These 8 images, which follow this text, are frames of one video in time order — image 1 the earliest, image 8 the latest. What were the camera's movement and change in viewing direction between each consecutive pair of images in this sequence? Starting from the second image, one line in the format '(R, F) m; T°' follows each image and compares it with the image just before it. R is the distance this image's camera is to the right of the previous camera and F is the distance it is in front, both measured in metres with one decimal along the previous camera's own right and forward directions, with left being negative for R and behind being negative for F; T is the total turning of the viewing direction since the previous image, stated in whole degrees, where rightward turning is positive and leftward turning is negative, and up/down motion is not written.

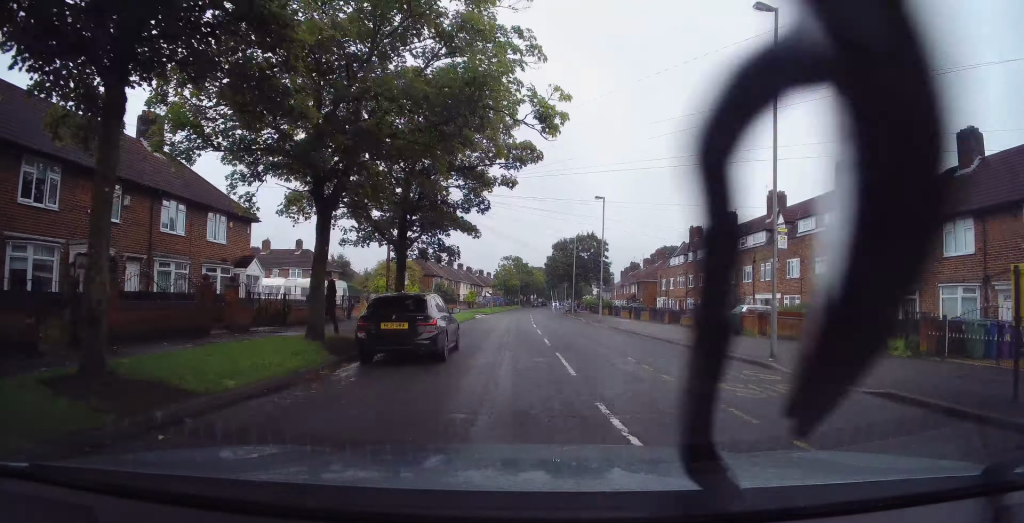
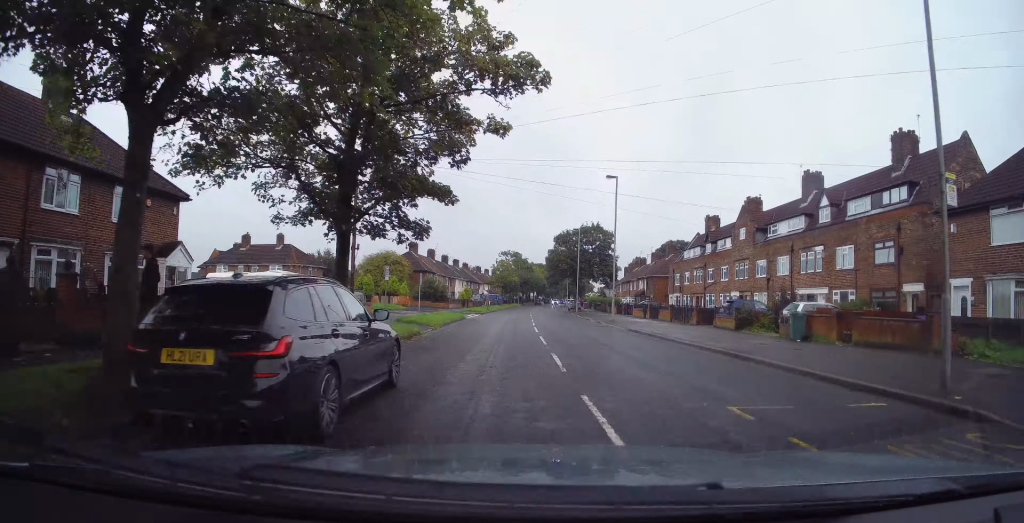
(0.0, +6.2) m; 0°
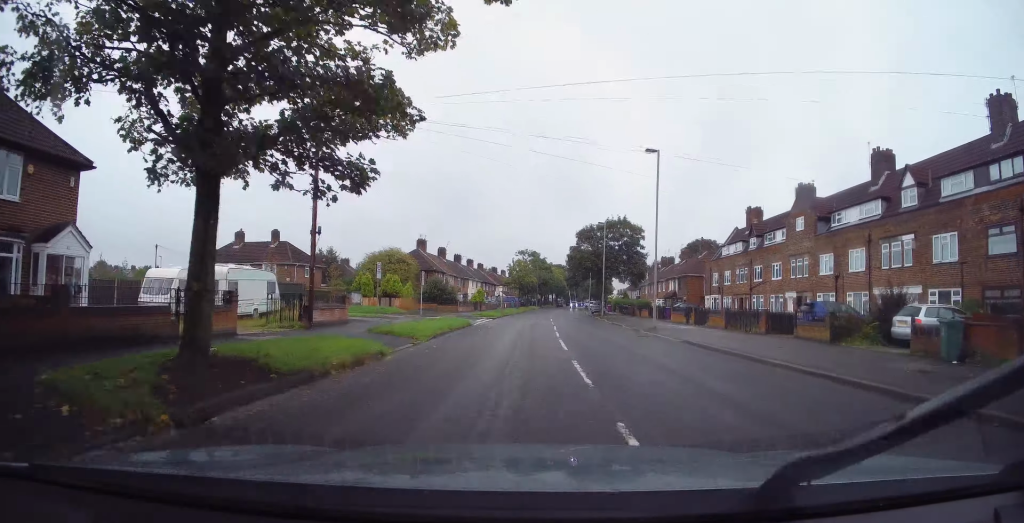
(0.0, +6.9) m; 0°
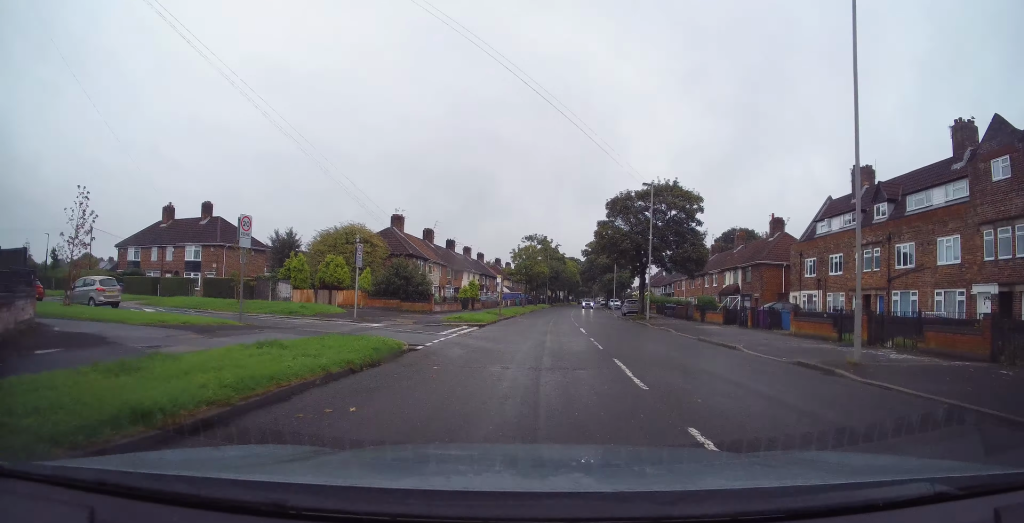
(-0.2, +18.7) m; -1°
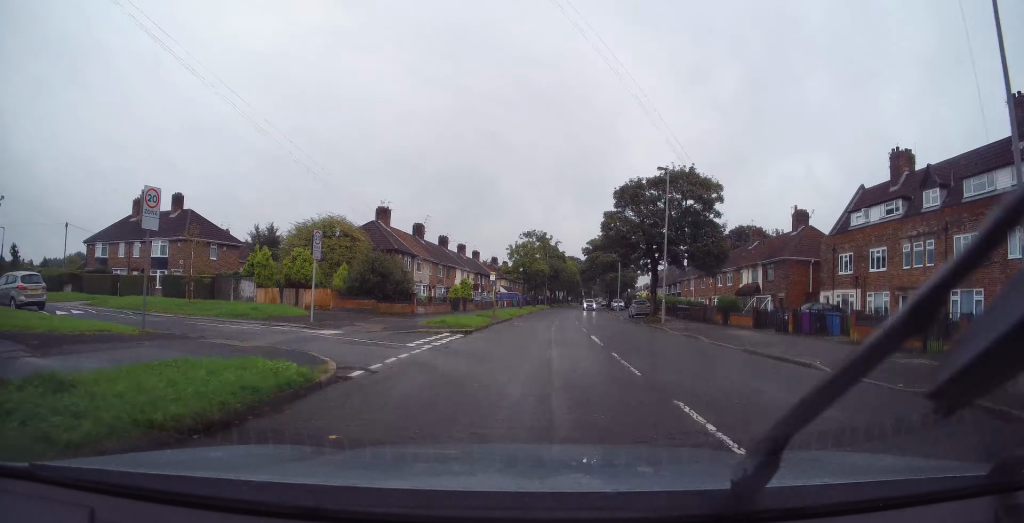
(-0.1, +5.2) m; +1°
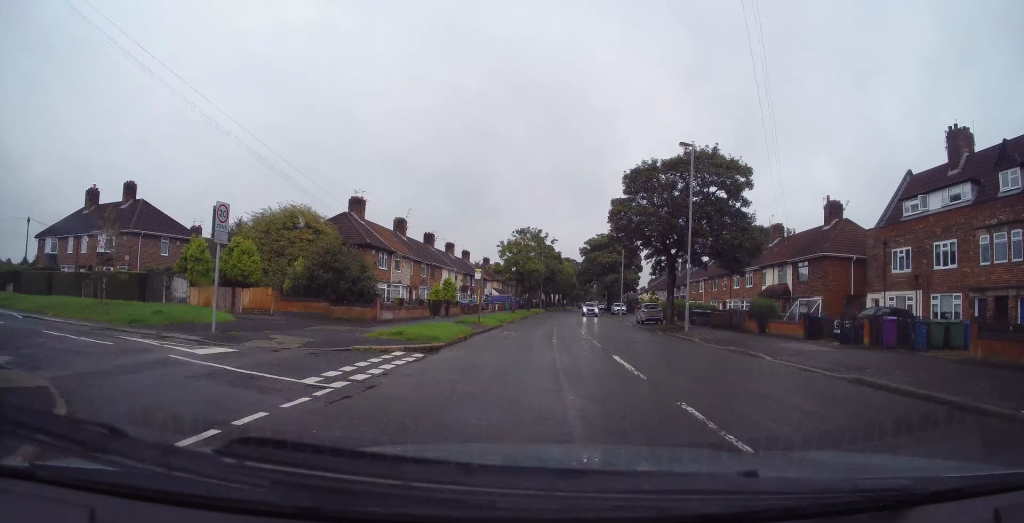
(+0.2, +6.5) m; 0°
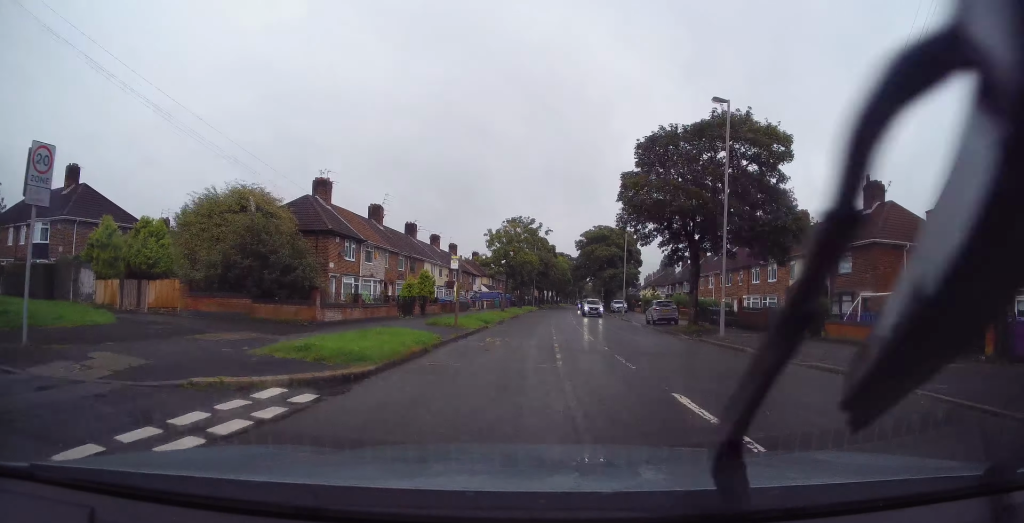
(+0.1, +6.4) m; 0°
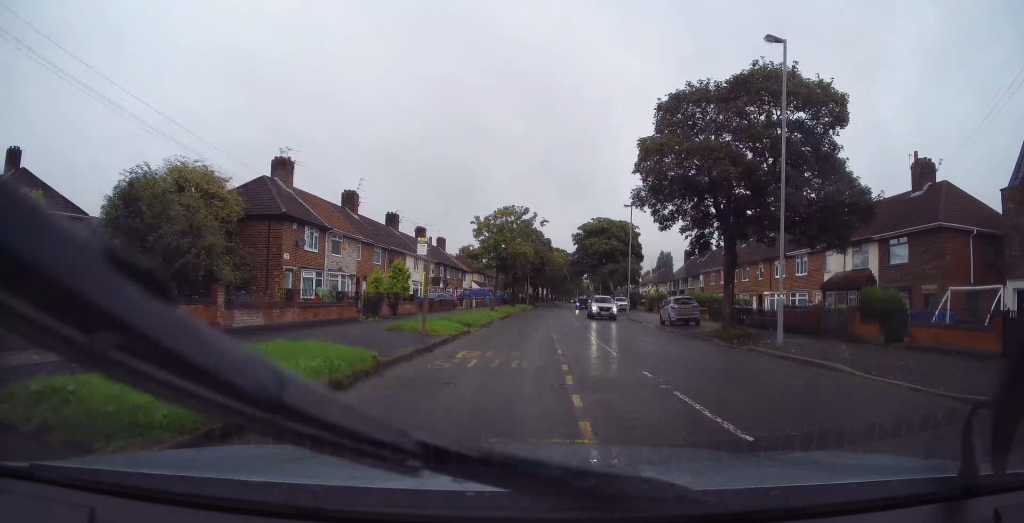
(-0.2, +6.0) m; 0°
